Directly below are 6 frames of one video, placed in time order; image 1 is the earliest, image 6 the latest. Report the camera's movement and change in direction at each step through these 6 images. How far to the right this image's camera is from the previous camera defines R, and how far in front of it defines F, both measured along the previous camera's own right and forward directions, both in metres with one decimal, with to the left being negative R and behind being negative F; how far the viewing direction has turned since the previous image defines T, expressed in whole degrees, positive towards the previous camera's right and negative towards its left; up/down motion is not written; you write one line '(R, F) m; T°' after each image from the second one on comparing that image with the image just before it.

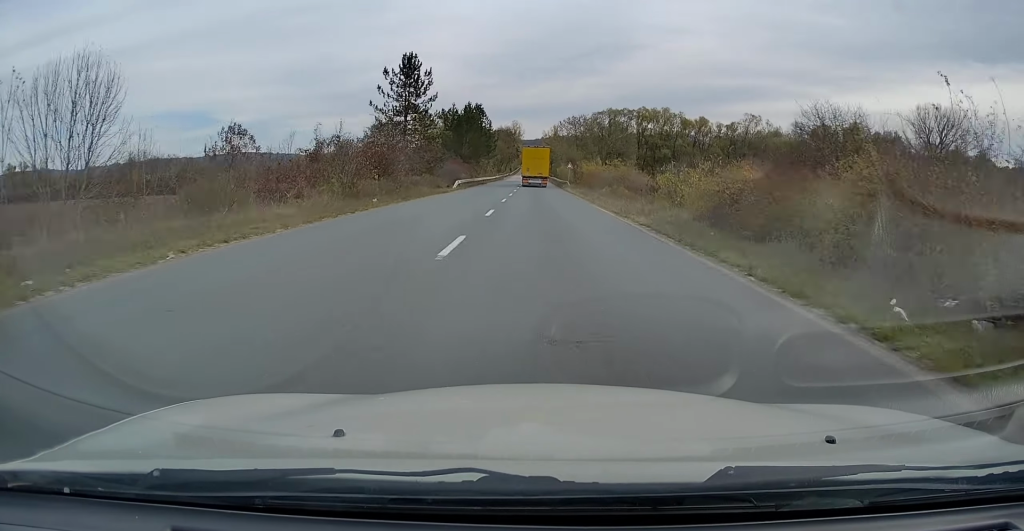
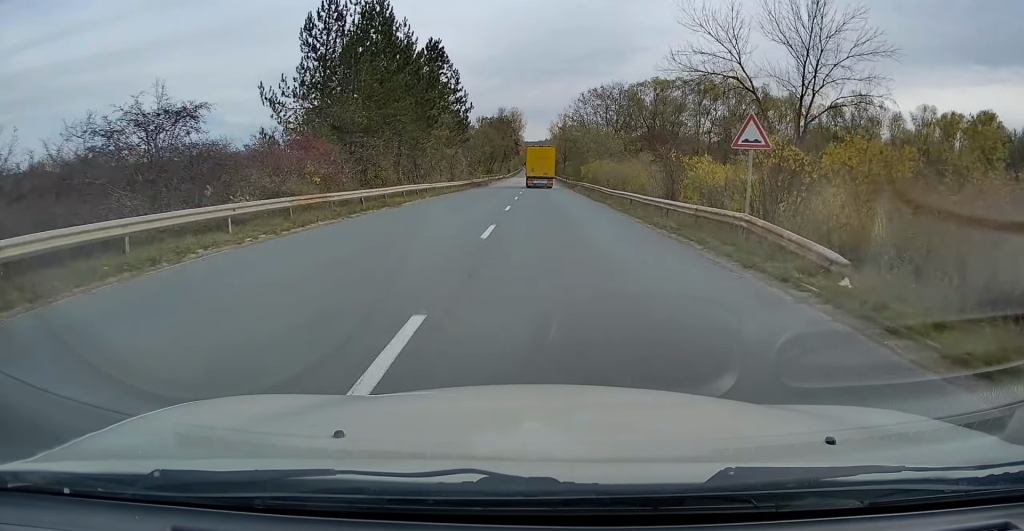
(+0.2, +56.0) m; 0°
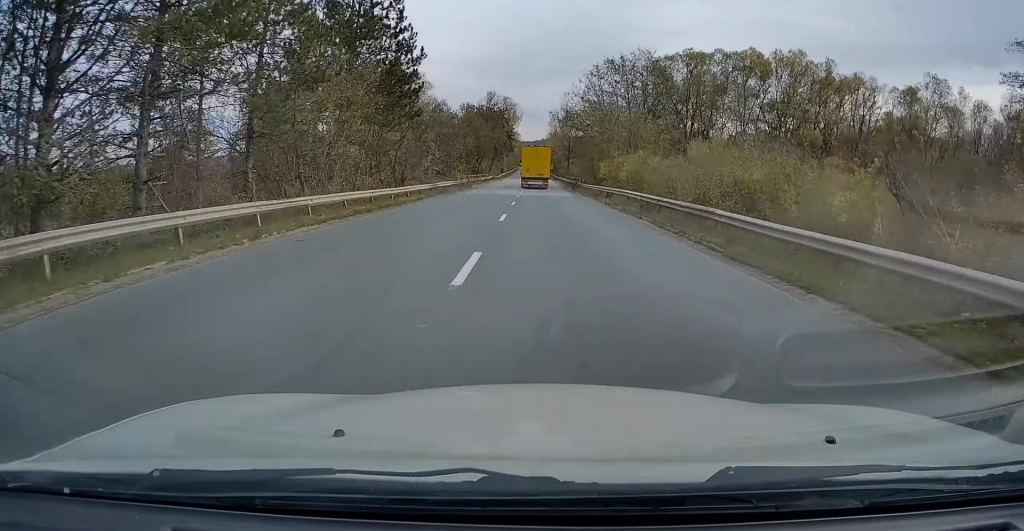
(-0.3, +24.7) m; 0°
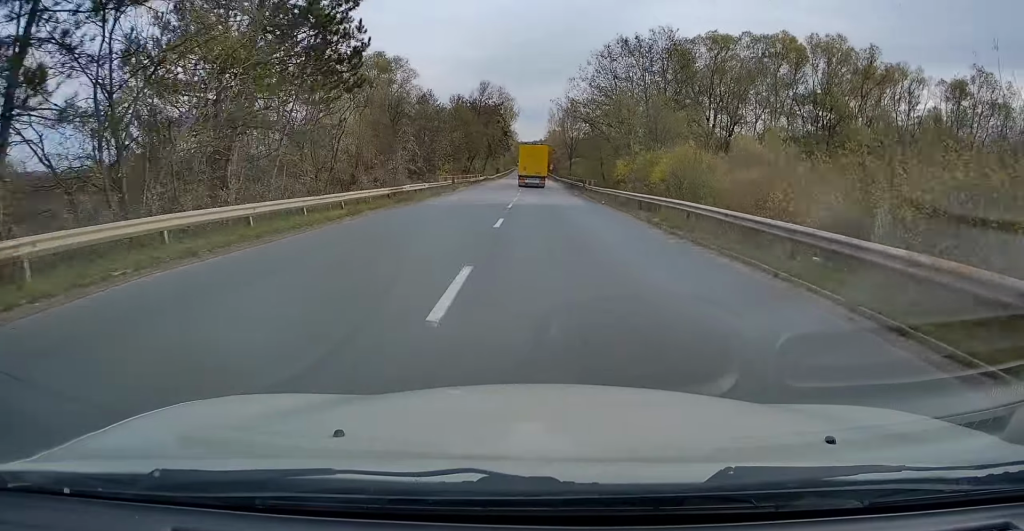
(+0.3, +11.7) m; 0°
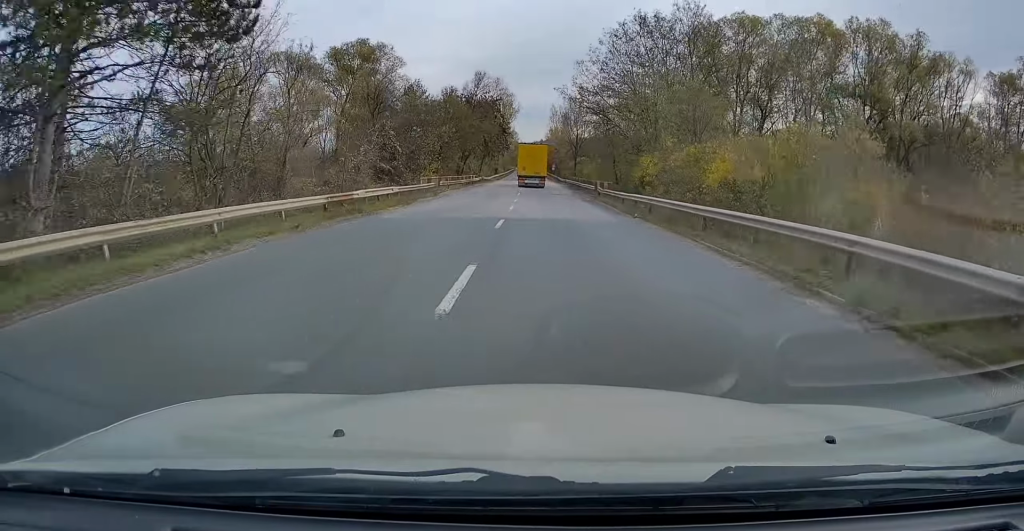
(0.0, +9.5) m; 0°
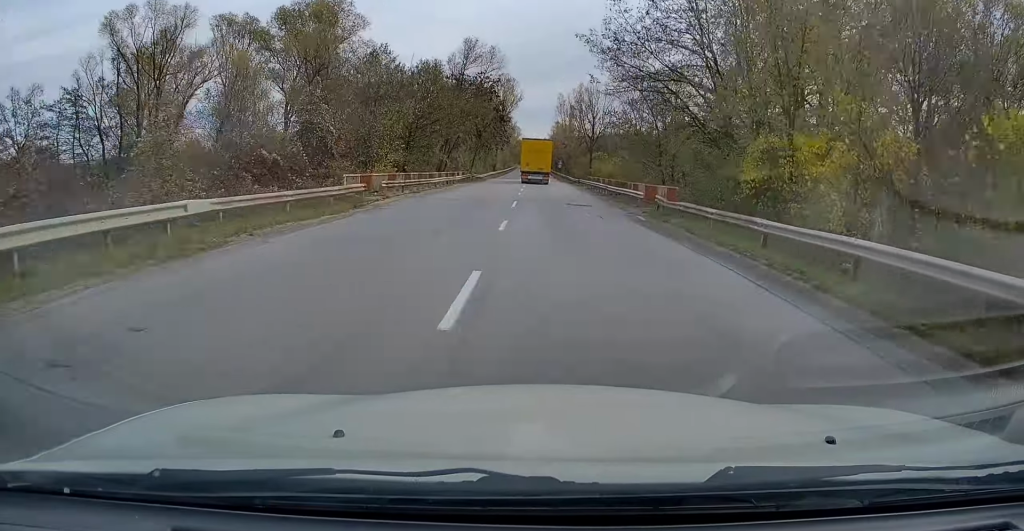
(-0.2, +18.9) m; 0°
